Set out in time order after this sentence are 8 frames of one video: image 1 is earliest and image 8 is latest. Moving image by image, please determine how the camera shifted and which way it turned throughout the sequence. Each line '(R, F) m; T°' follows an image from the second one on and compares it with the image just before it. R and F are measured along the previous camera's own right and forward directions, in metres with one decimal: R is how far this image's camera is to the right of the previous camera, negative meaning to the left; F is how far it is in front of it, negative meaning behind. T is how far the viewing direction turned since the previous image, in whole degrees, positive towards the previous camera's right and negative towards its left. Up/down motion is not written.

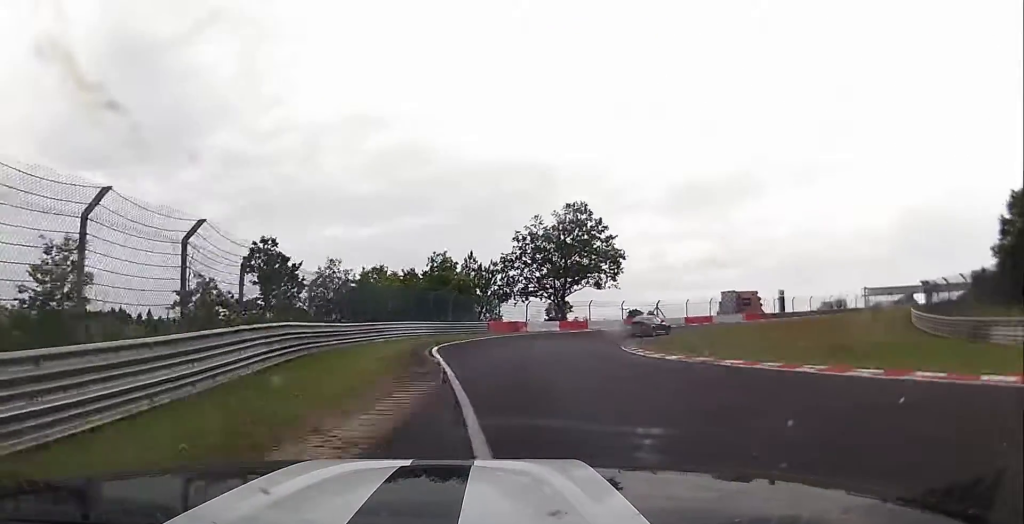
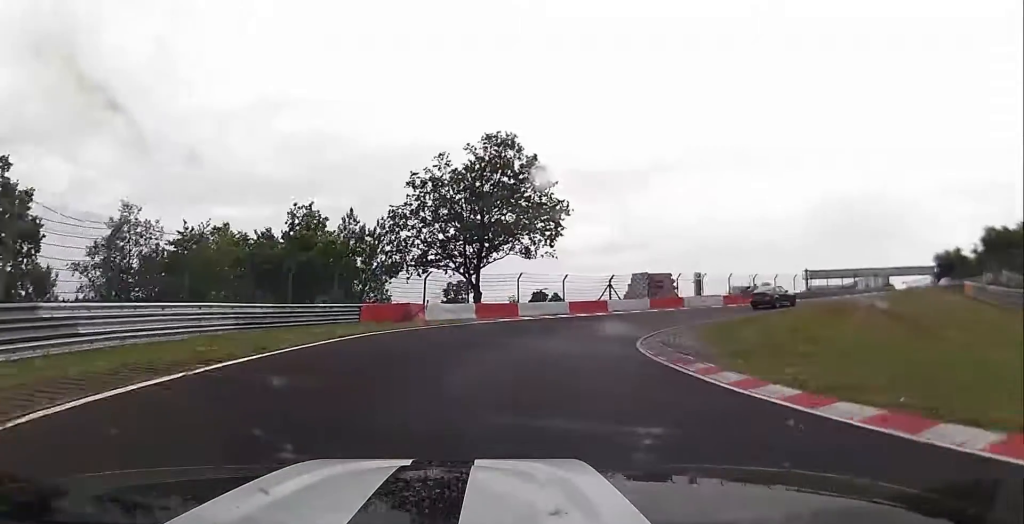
(+0.4, +20.9) m; +9°
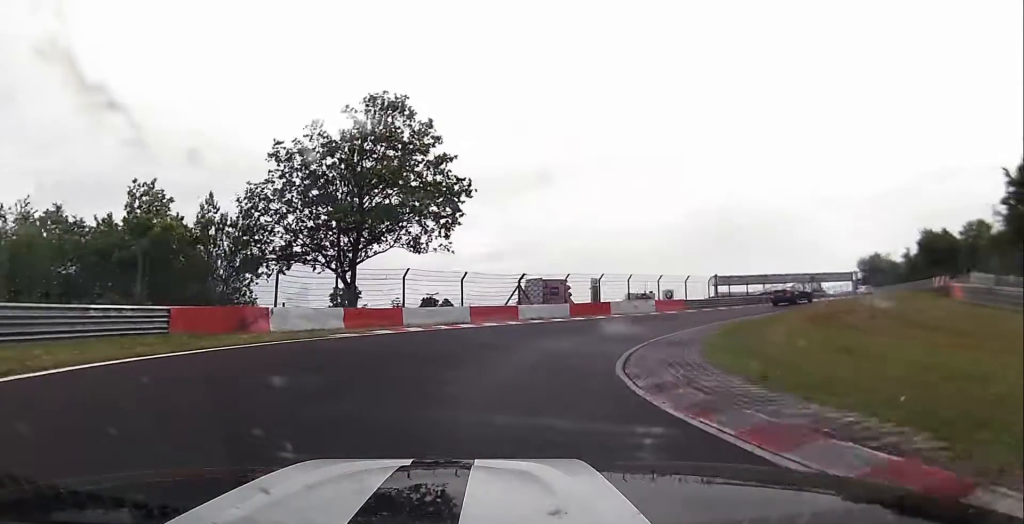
(+1.0, +10.5) m; +10°
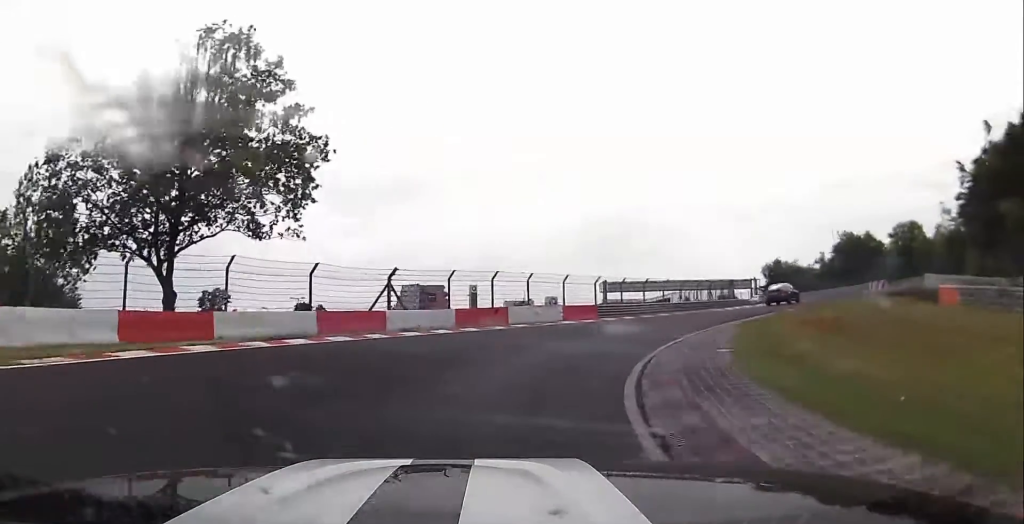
(+0.5, +9.9) m; +12°
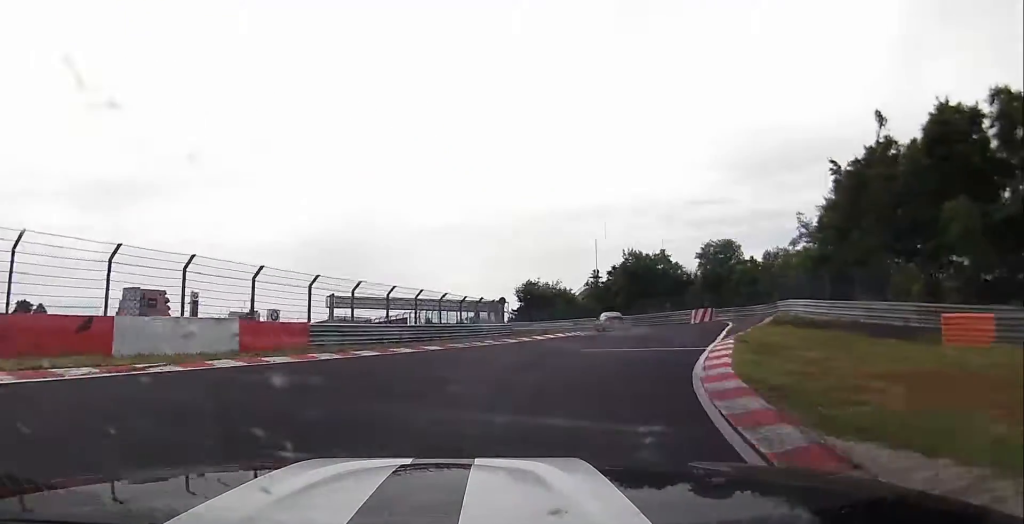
(+3.9, +17.5) m; +19°
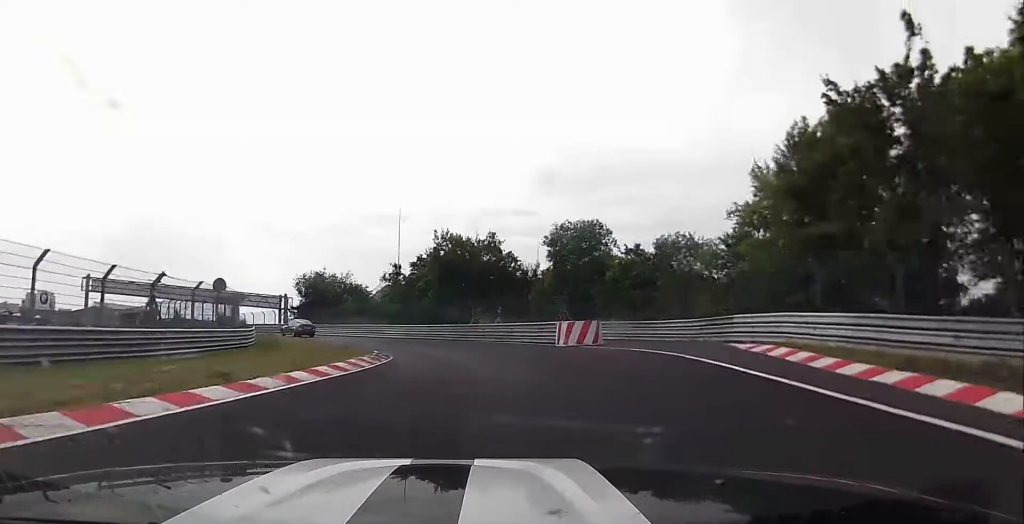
(+3.7, +22.5) m; +9°
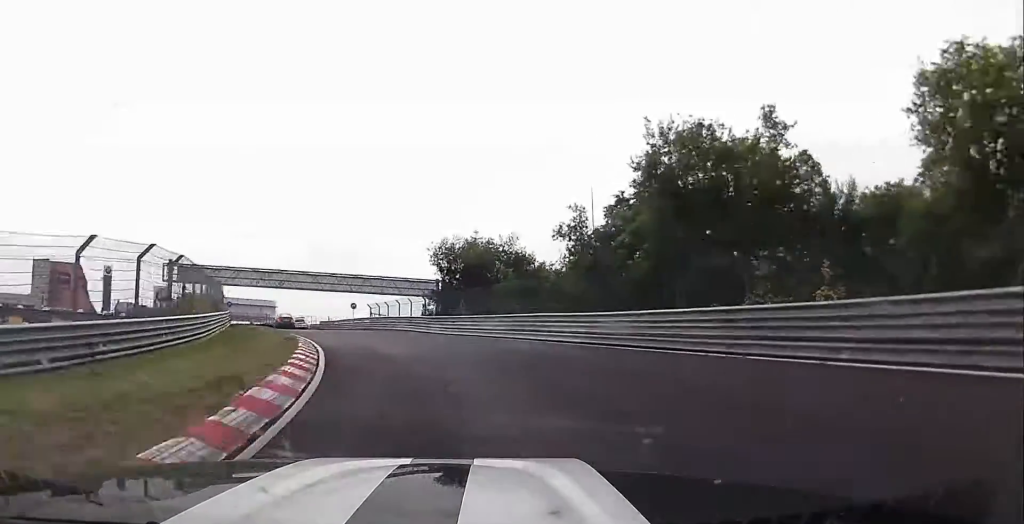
(-1.4, +30.0) m; -13°
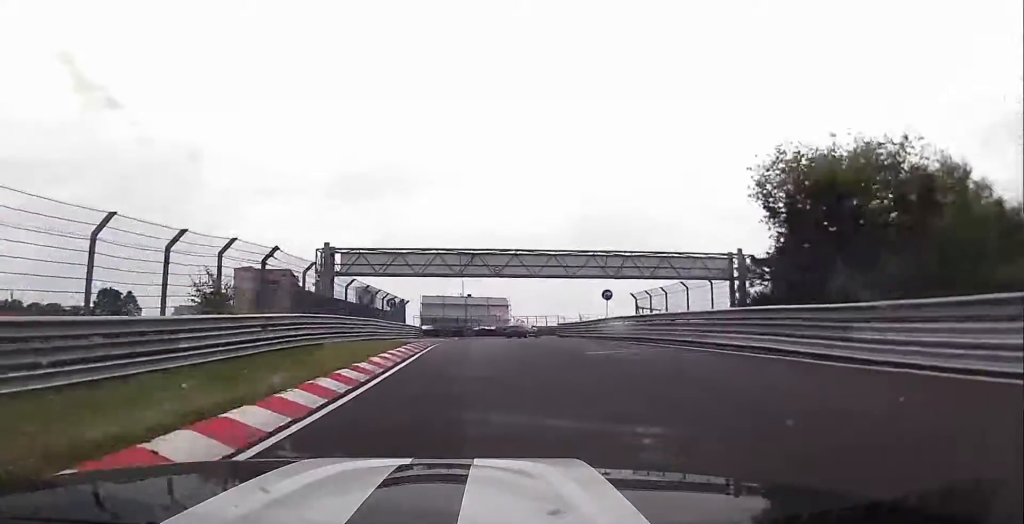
(-4.7, +27.6) m; -14°
